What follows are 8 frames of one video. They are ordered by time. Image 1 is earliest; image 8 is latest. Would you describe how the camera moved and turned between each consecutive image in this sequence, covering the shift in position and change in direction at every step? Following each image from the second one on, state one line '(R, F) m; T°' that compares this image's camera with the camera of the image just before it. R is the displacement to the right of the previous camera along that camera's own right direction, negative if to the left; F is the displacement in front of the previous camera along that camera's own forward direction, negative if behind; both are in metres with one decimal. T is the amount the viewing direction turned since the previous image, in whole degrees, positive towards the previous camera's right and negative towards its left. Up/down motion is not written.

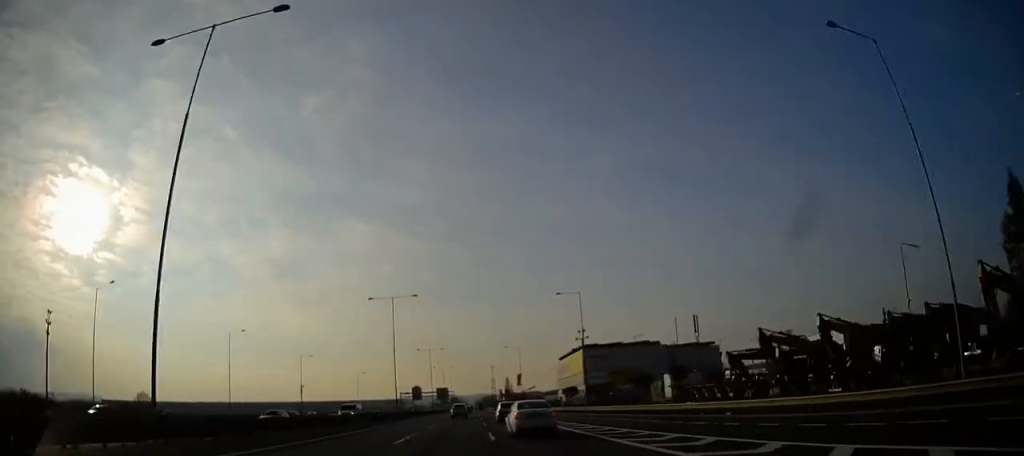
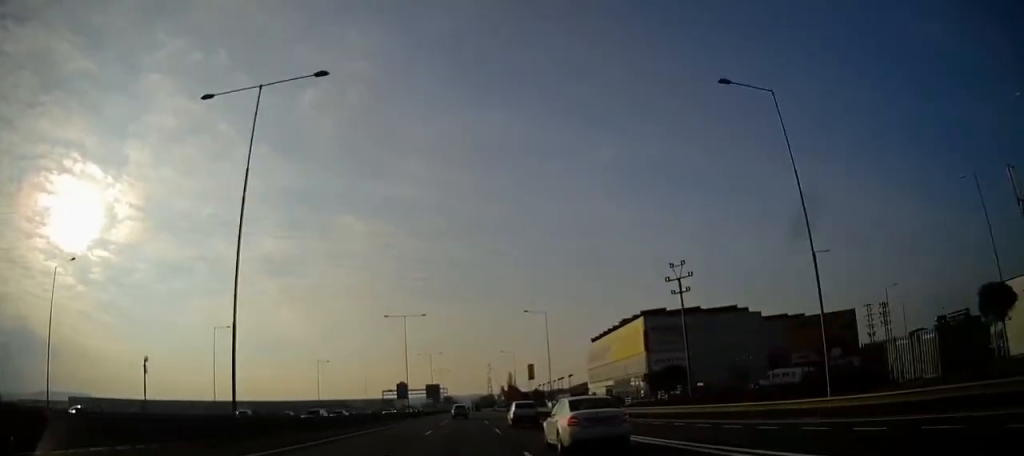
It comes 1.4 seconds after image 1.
(+0.2, +48.3) m; 0°
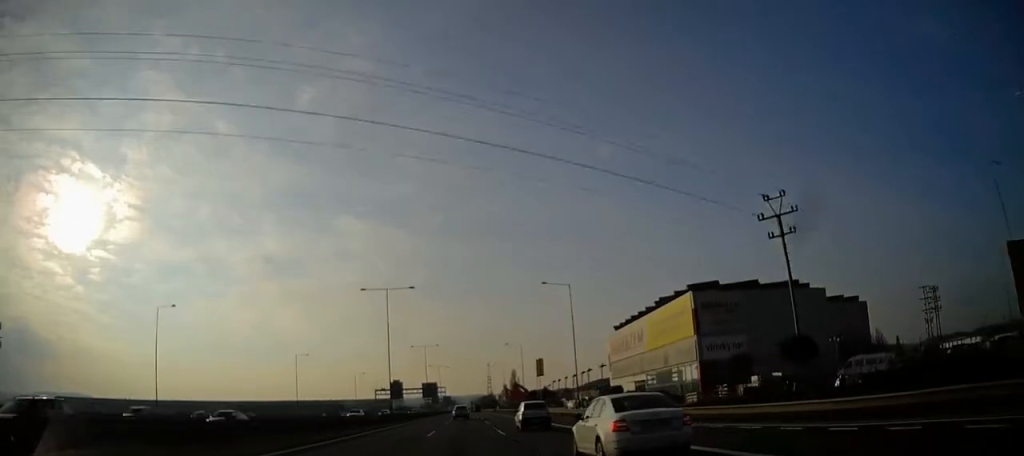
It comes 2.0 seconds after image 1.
(0.0, +19.3) m; 0°
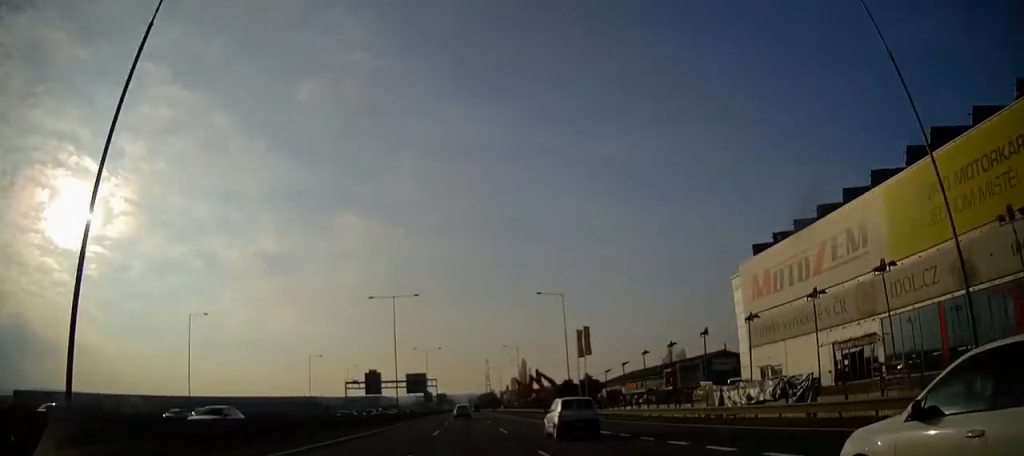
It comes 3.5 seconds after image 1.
(+0.1, +52.6) m; 0°
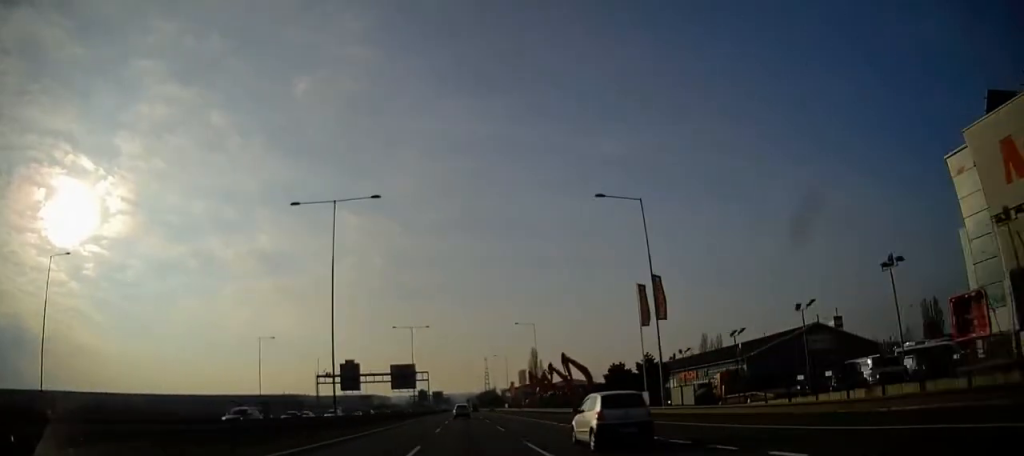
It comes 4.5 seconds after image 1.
(0.0, +32.4) m; 0°
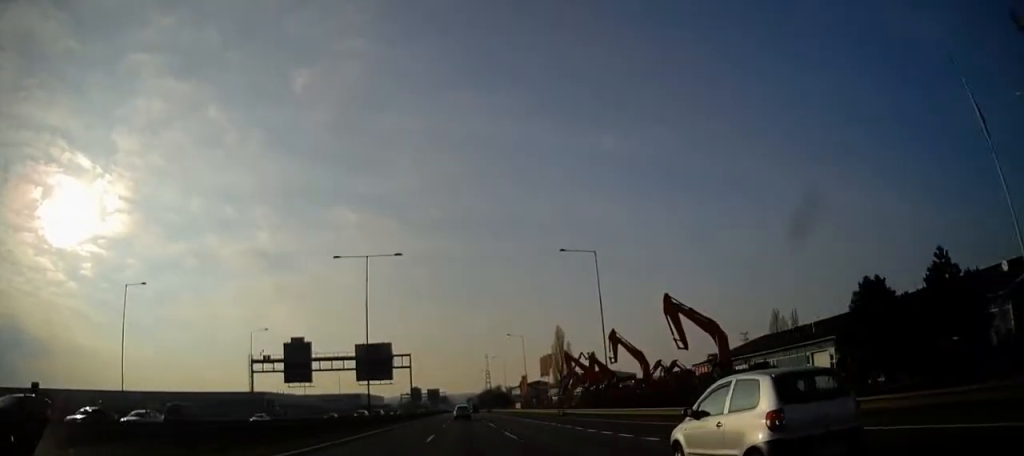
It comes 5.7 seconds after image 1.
(+0.2, +44.3) m; 0°
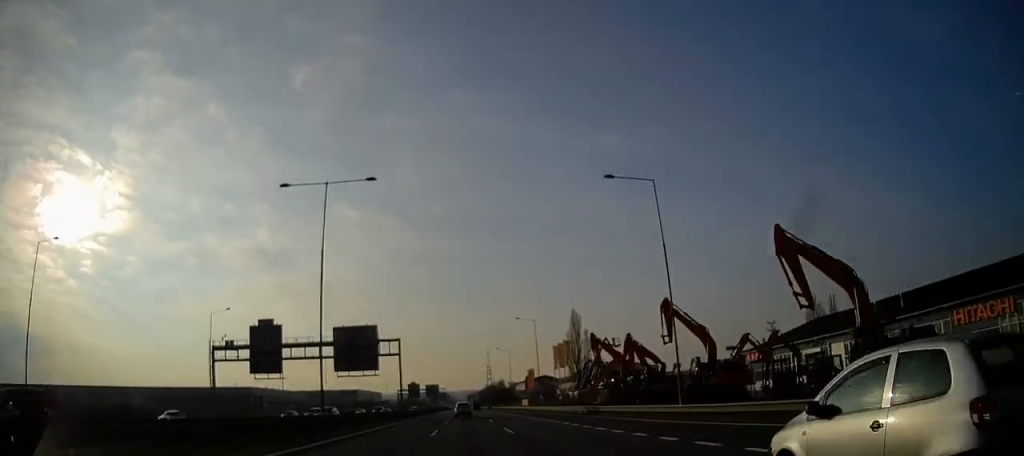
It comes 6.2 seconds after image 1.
(0.0, +16.4) m; 0°
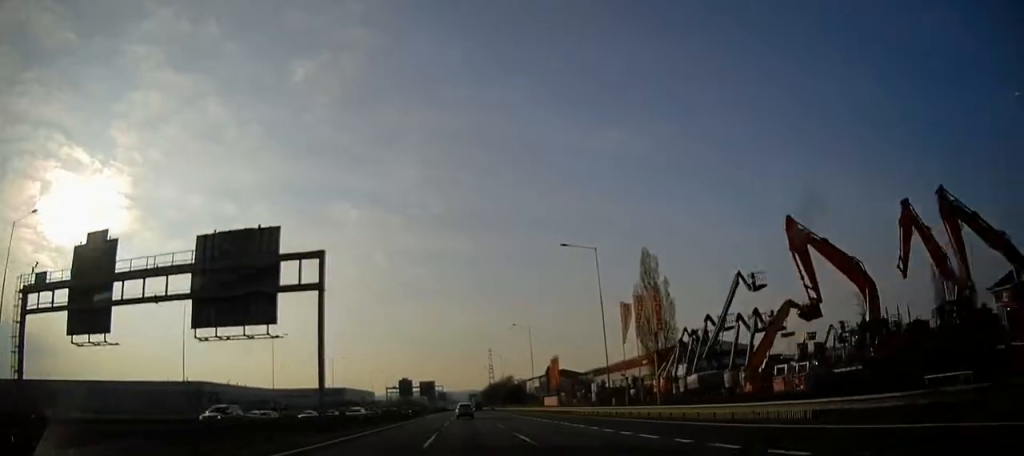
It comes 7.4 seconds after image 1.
(+0.1, +42.2) m; 0°
